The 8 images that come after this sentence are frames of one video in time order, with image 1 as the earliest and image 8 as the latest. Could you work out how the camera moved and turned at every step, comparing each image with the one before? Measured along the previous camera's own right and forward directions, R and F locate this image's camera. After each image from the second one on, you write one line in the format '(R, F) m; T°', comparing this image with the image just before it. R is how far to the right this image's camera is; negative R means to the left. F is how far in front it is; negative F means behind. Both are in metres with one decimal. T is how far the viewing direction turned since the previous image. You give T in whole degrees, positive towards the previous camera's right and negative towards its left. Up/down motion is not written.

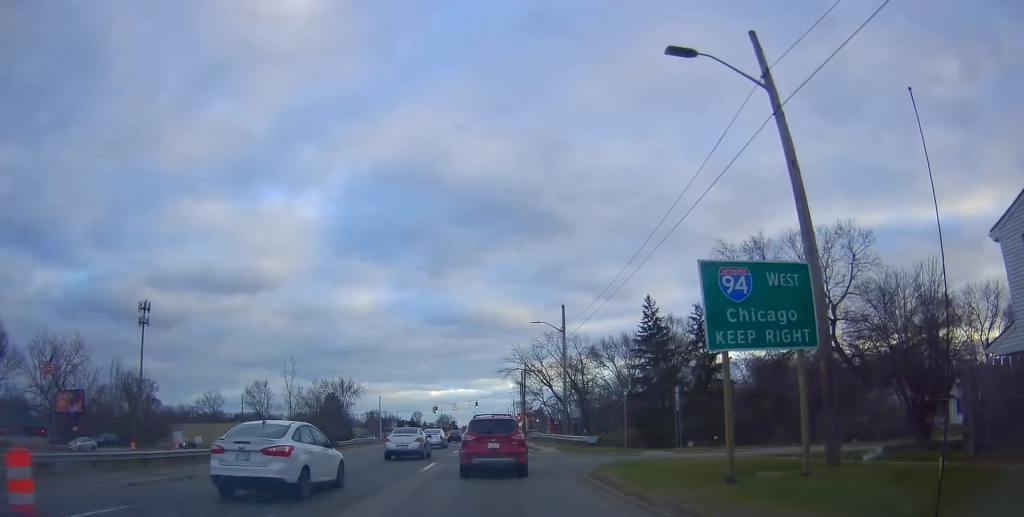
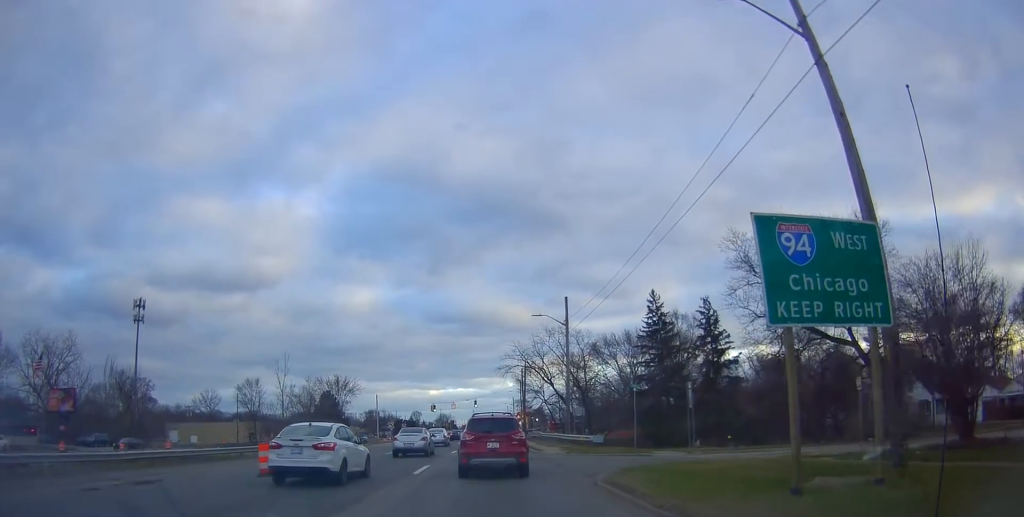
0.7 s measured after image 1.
(-0.1, +2.2) m; 0°
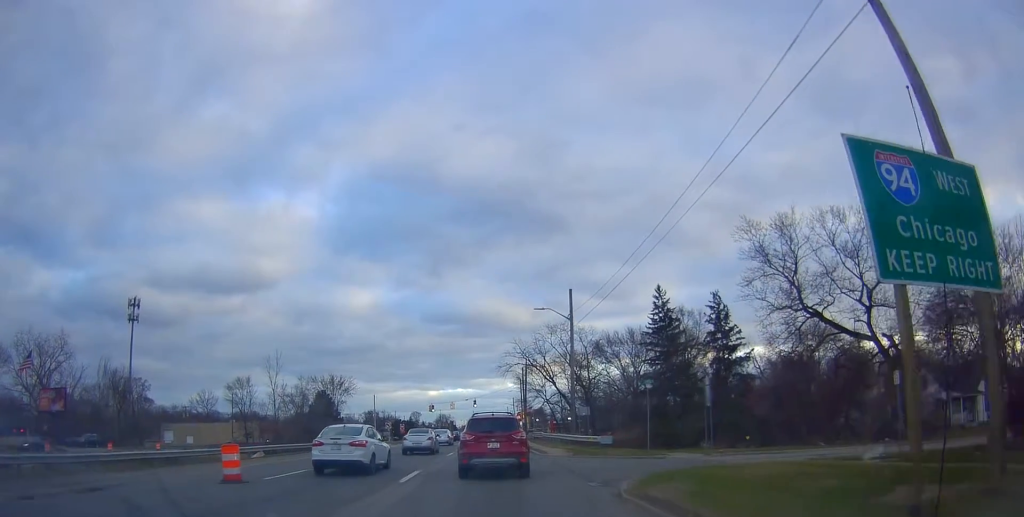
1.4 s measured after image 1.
(0.0, +2.3) m; +2°
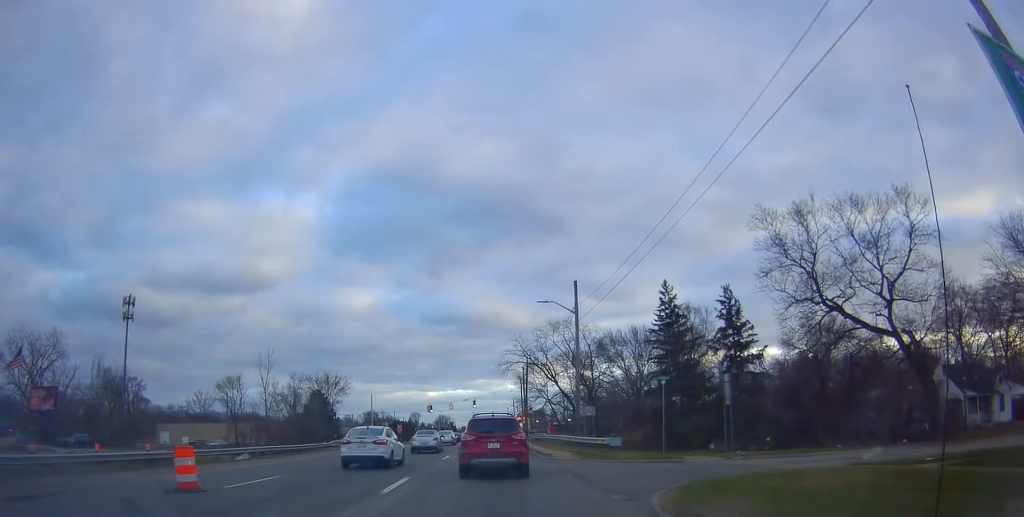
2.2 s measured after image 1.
(+0.2, +2.2) m; +4°
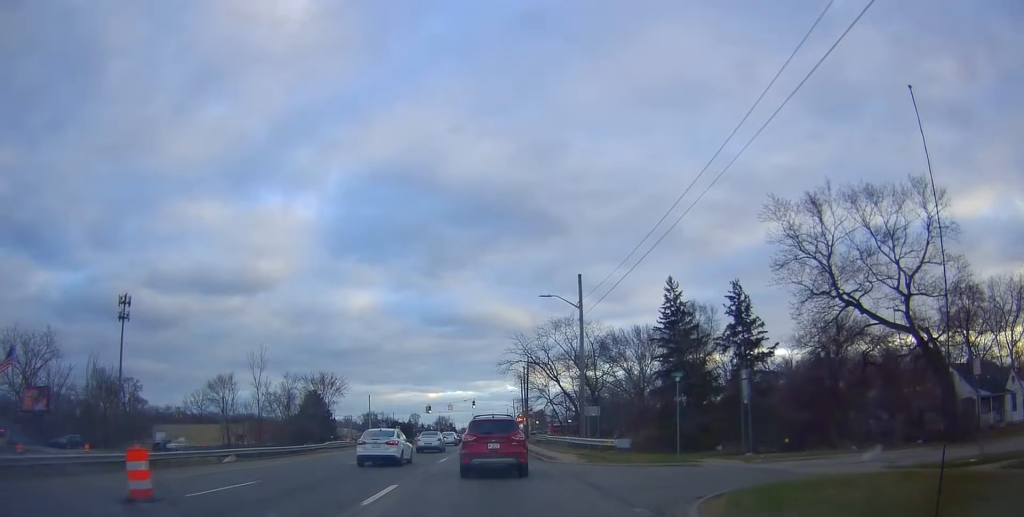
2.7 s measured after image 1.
(0.0, +1.7) m; 0°
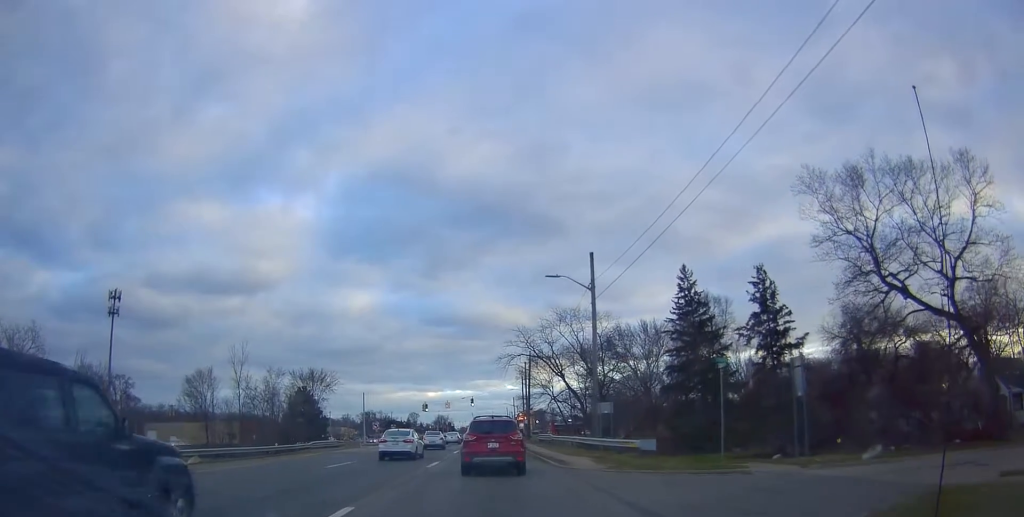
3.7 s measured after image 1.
(0.0, +3.6) m; 0°
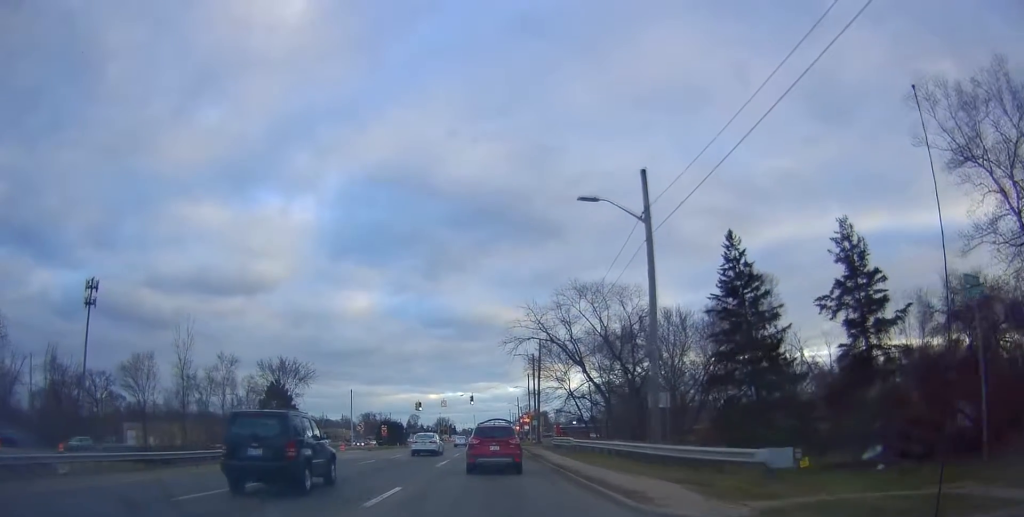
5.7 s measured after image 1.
(0.0, +9.6) m; 0°
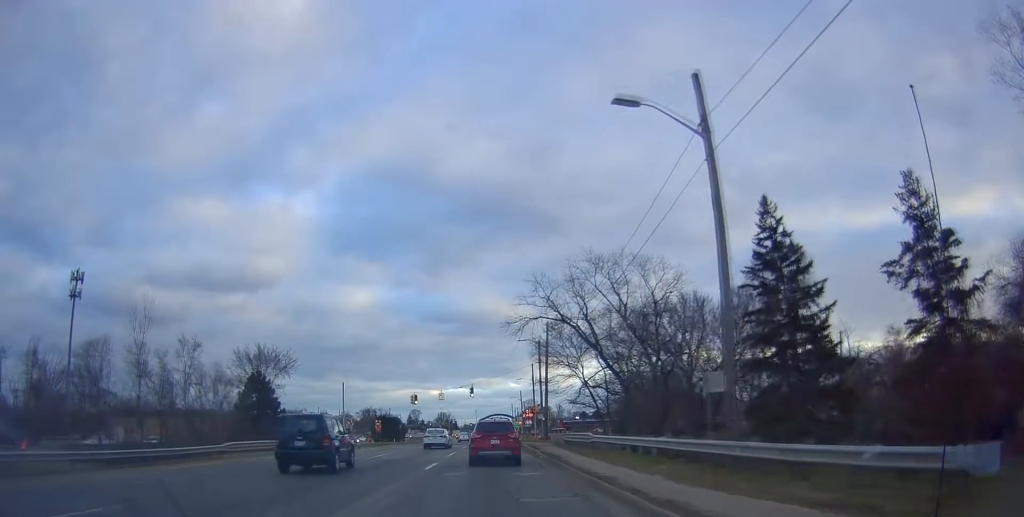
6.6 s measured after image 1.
(0.0, +6.0) m; 0°
